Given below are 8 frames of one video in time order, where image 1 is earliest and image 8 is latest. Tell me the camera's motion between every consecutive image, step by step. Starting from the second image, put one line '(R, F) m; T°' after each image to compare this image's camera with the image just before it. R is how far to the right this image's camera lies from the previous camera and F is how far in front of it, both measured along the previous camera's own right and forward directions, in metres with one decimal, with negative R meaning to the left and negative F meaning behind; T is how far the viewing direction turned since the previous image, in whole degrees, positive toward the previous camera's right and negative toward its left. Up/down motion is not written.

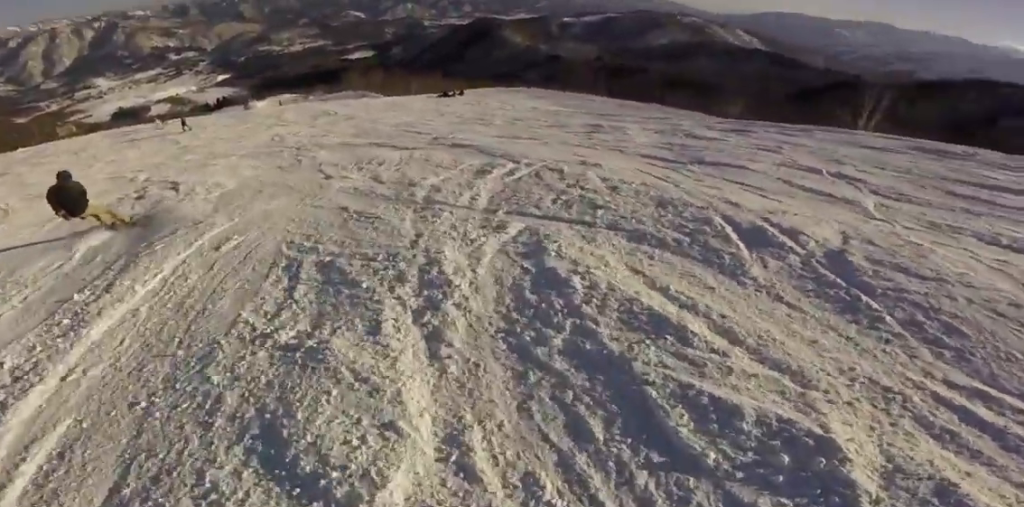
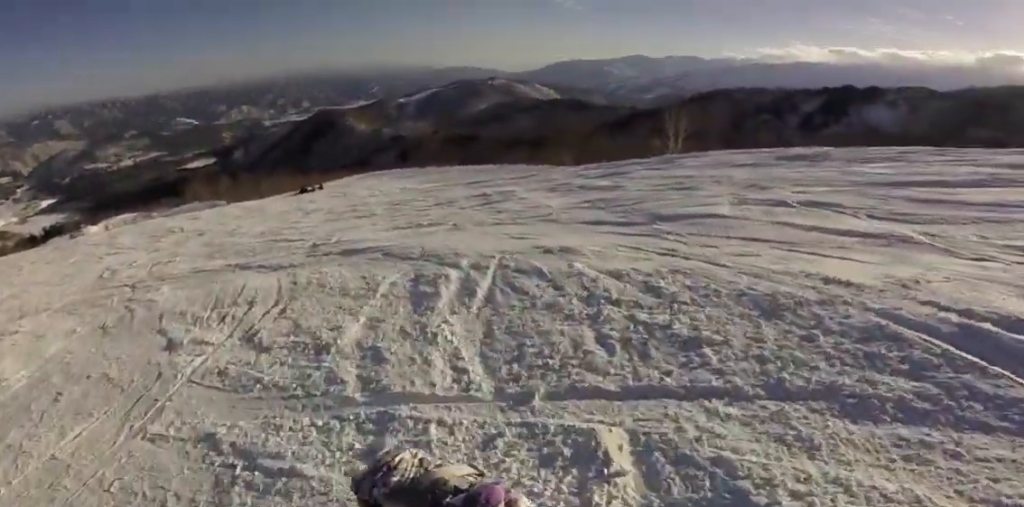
(+0.3, +1.6) m; +13°
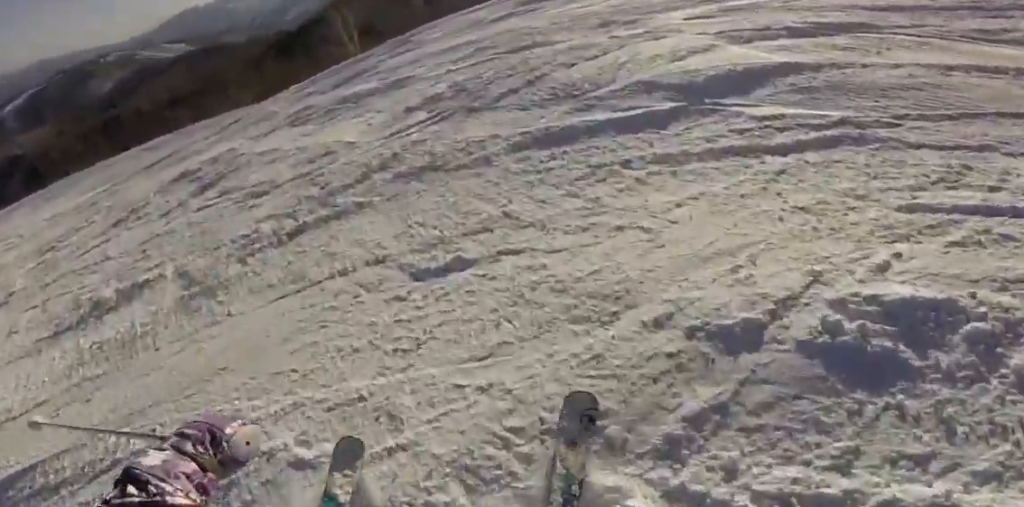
(+0.4, +2.8) m; +11°
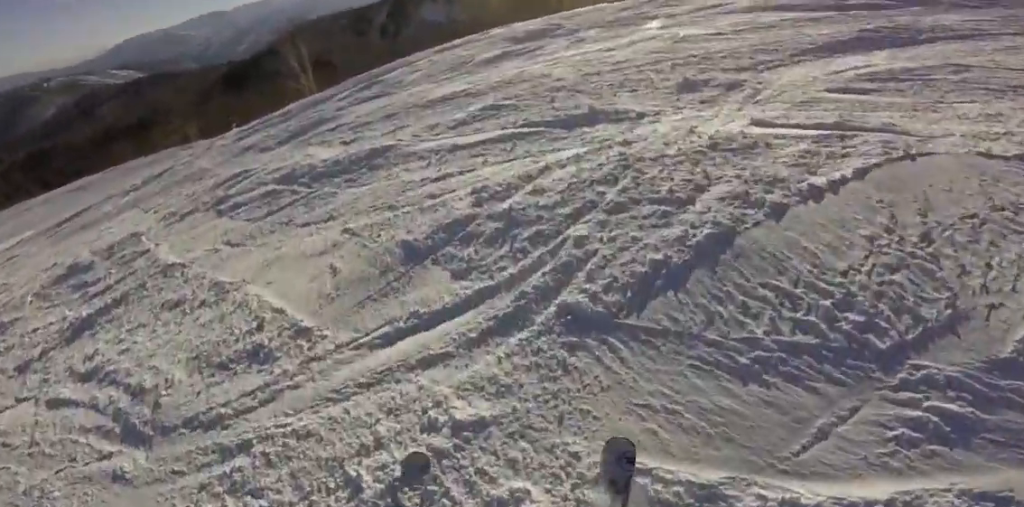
(+0.1, +2.4) m; 0°
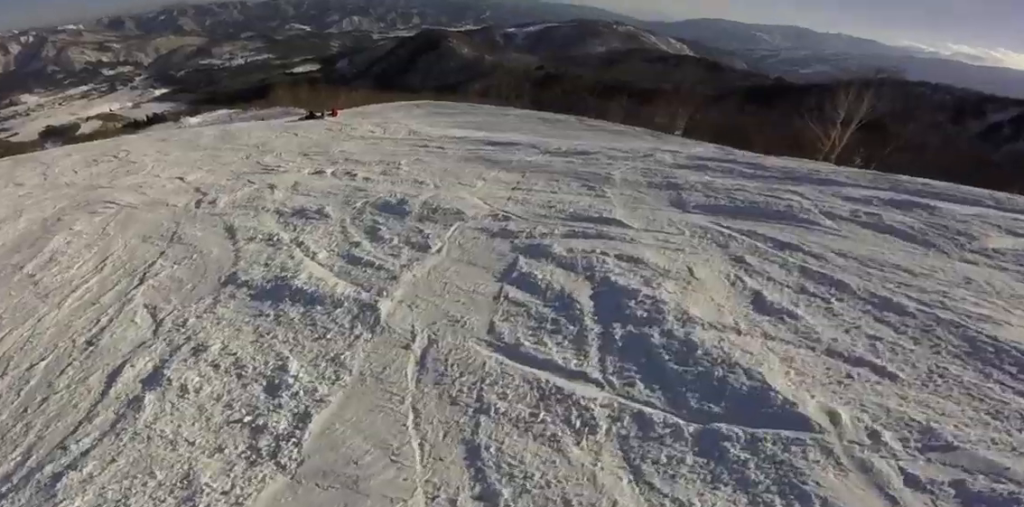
(-0.6, +3.3) m; -35°
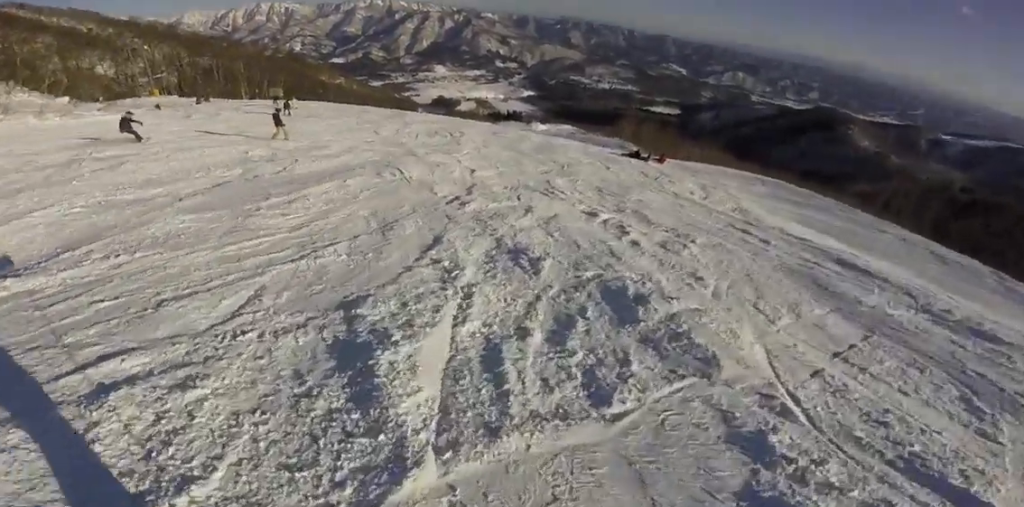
(-0.4, +1.5) m; -24°
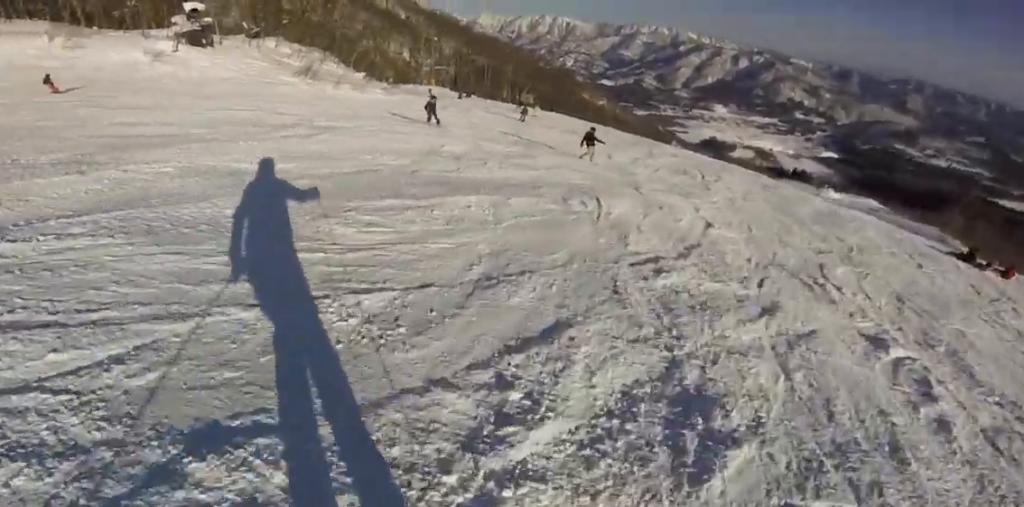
(-0.2, +1.3) m; -13°
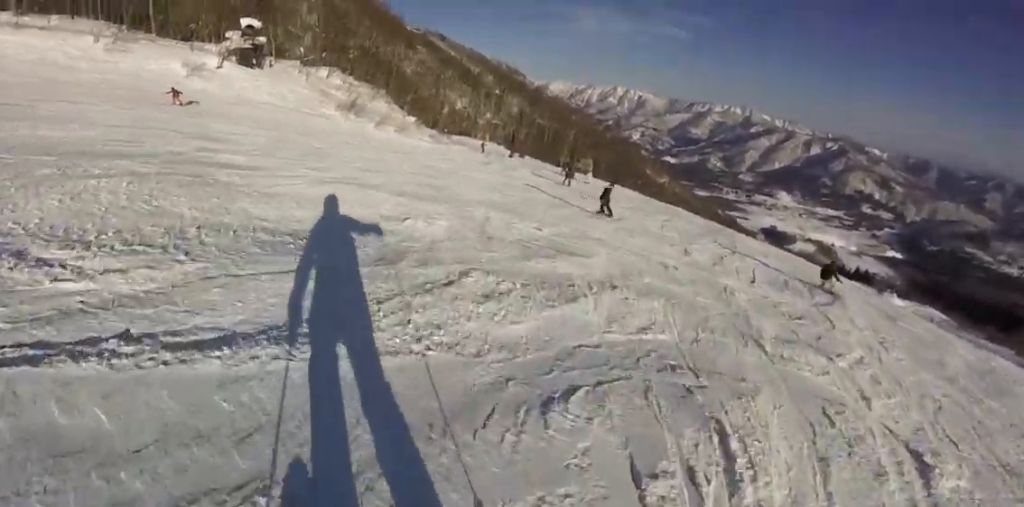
(-0.3, +3.4) m; +1°
